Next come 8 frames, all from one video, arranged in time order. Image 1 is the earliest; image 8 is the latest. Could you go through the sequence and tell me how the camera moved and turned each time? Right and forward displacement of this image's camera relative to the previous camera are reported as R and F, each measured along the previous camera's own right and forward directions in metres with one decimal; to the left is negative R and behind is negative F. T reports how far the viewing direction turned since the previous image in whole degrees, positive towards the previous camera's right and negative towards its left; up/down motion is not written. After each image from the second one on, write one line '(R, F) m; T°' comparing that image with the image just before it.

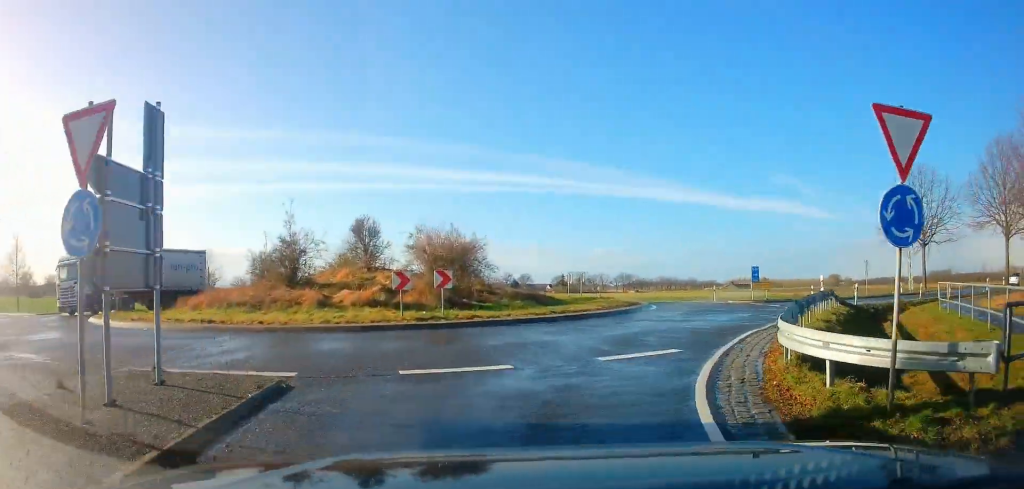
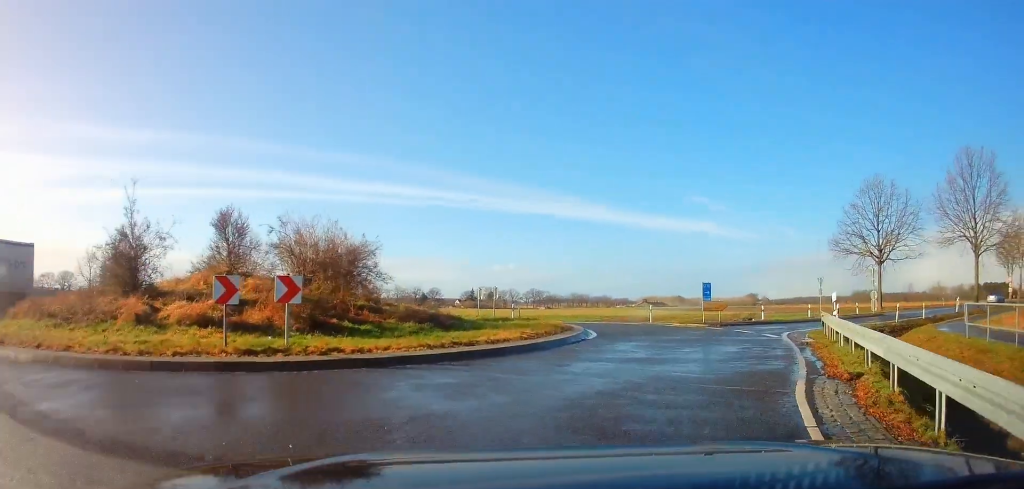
(+0.6, +5.8) m; +10°
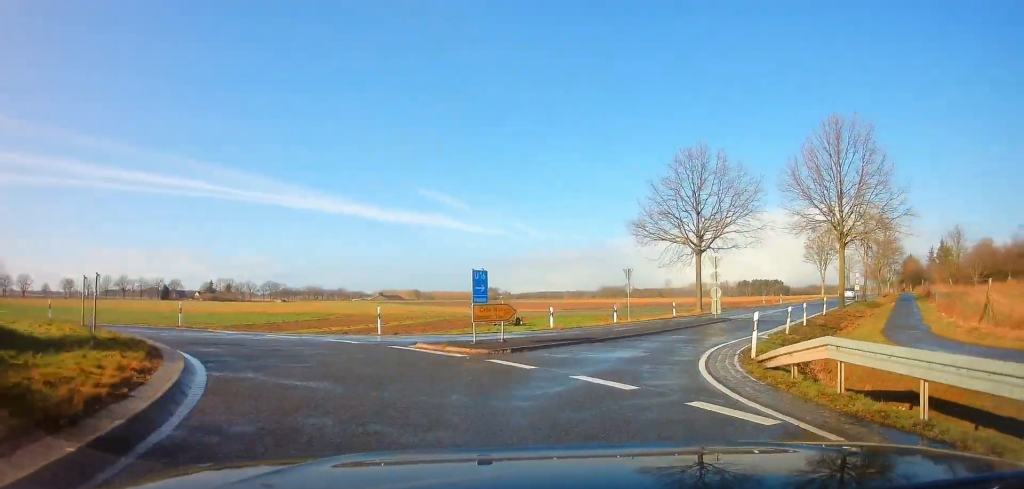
(+2.6, +12.7) m; +25°
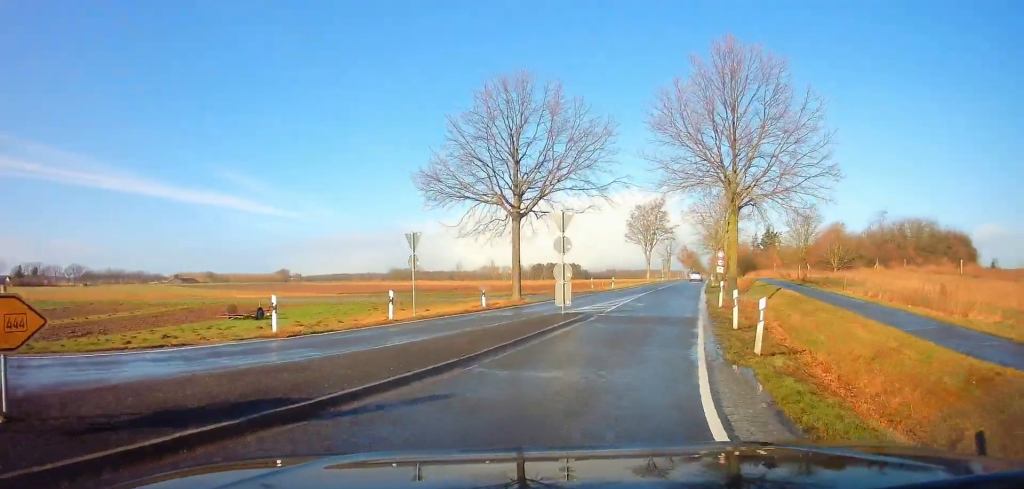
(+2.2, +12.0) m; +21°
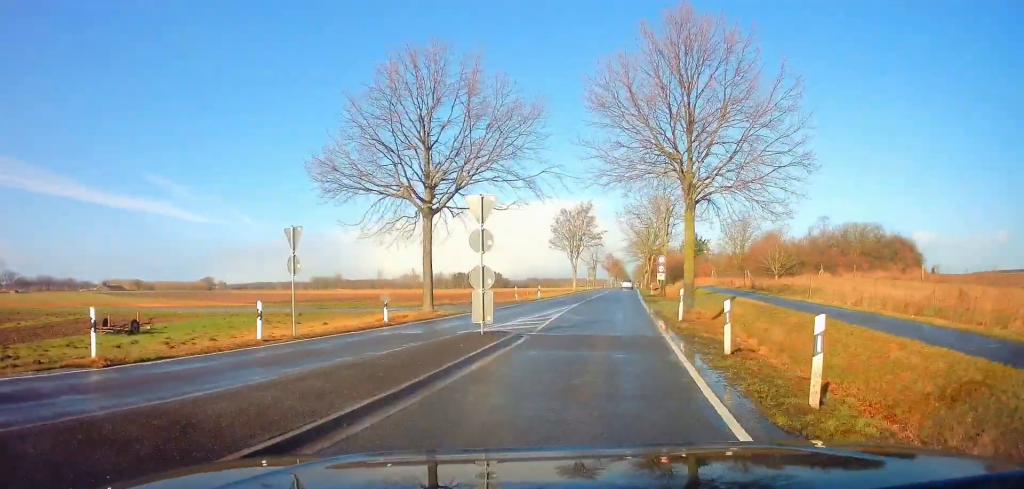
(+0.6, +4.7) m; +4°
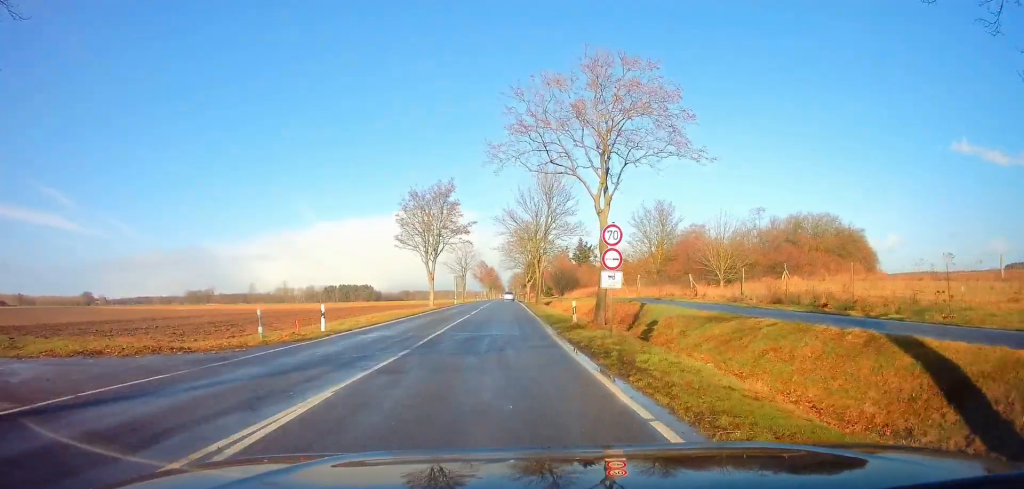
(+2.9, +23.5) m; +11°
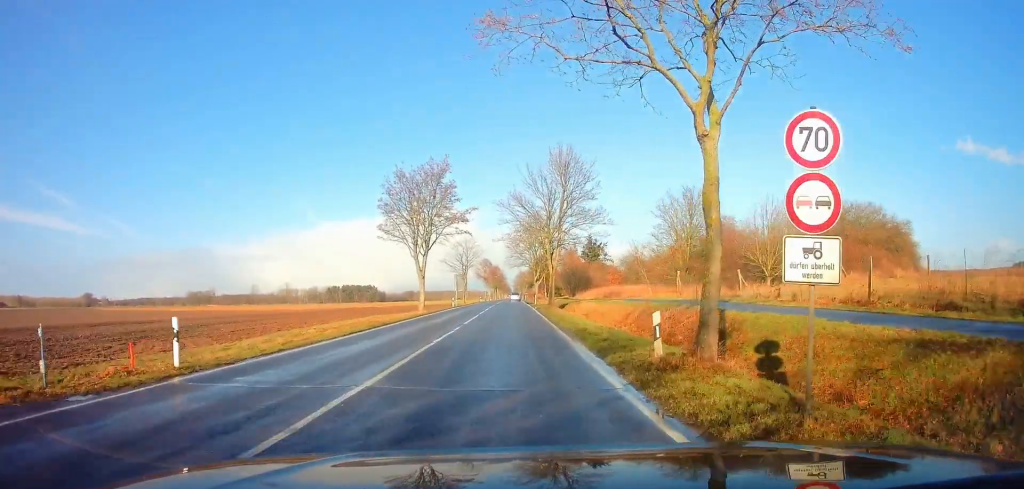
(+0.2, +9.7) m; +1°
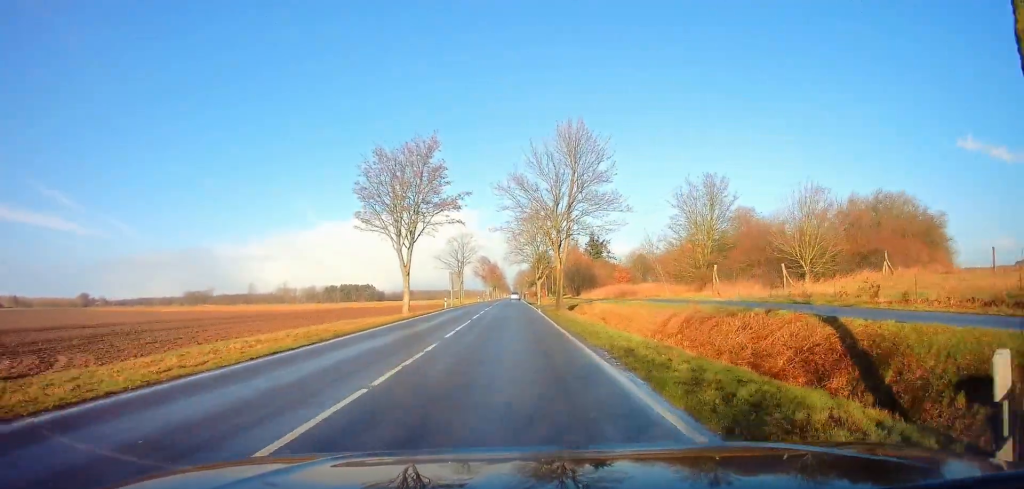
(+0.2, +6.9) m; 0°
